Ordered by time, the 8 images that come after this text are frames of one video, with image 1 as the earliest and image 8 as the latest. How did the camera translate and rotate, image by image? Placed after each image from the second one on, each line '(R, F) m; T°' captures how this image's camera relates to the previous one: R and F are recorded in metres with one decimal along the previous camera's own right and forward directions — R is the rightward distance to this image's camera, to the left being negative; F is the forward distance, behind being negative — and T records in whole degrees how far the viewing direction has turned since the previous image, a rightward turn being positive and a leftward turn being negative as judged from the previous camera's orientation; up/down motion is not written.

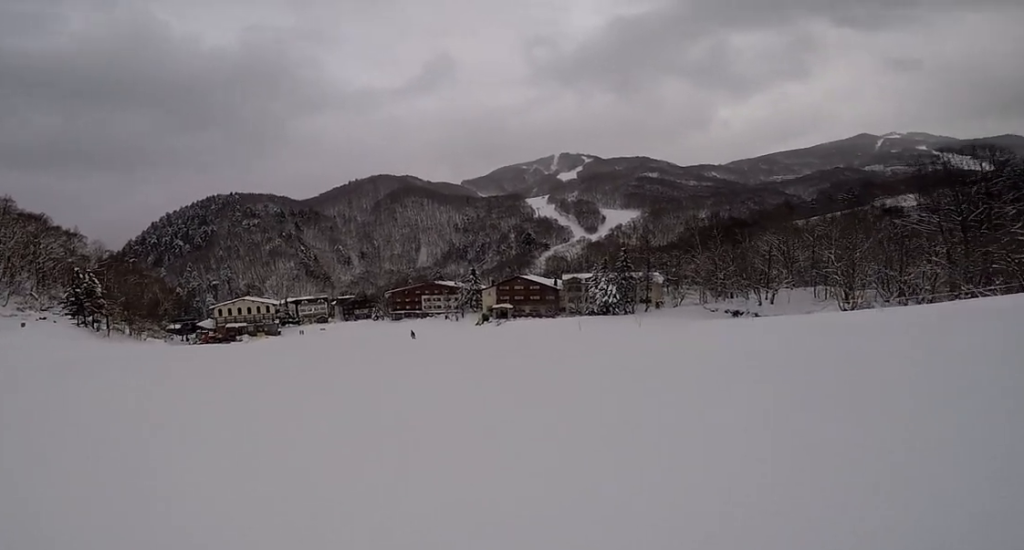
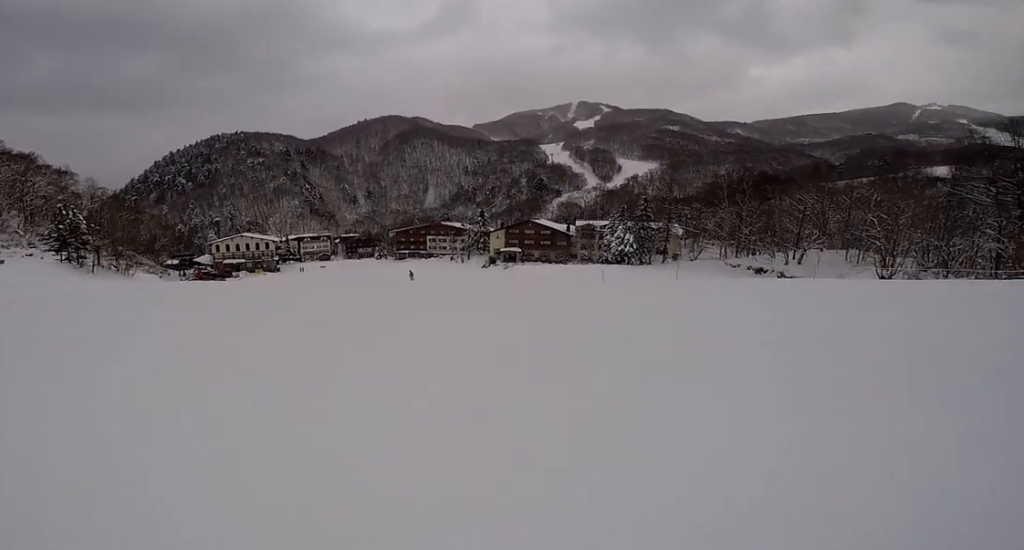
(-0.1, +4.2) m; -5°
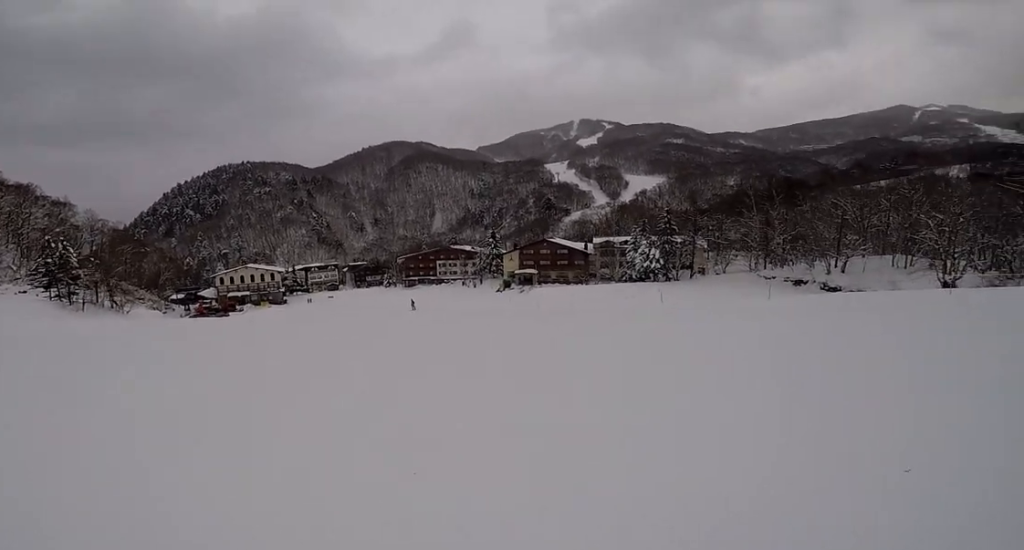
(-0.1, +6.0) m; -8°
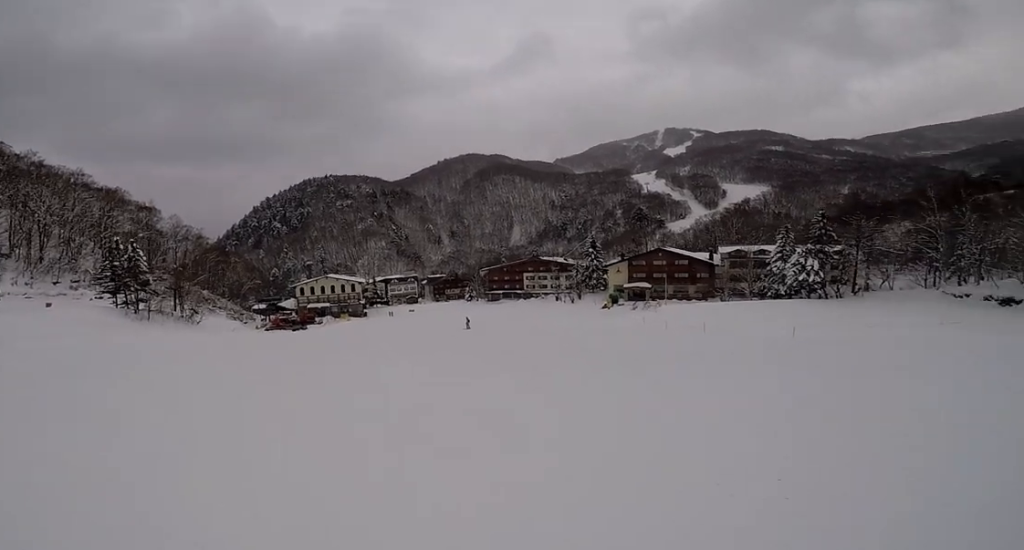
(-1.4, +12.4) m; 0°
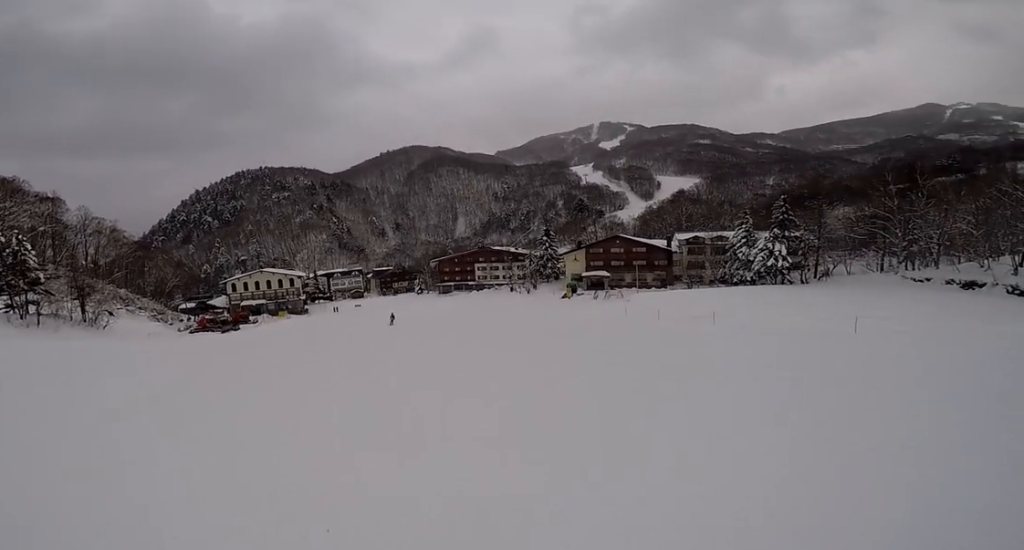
(+0.7, +7.7) m; +8°
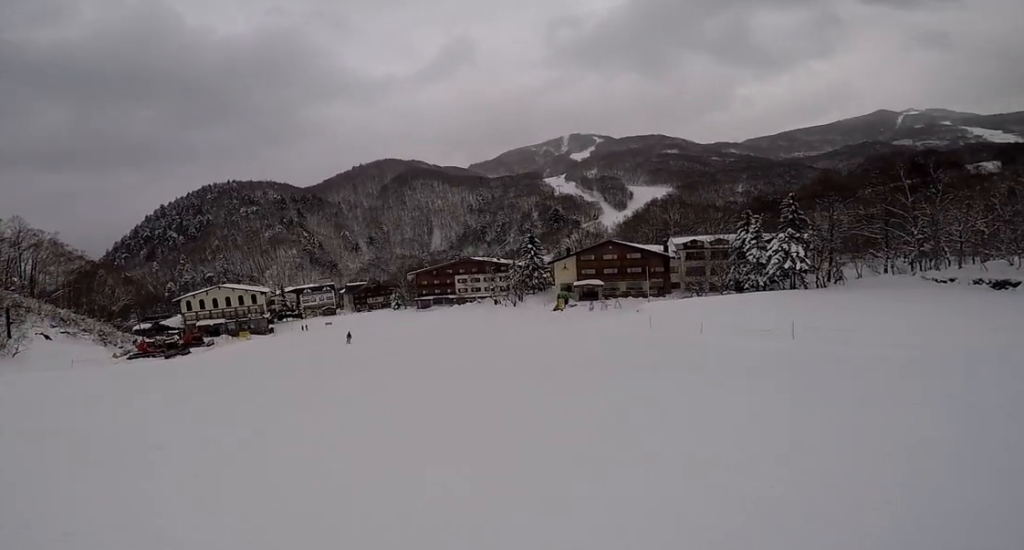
(+0.4, +9.4) m; +1°
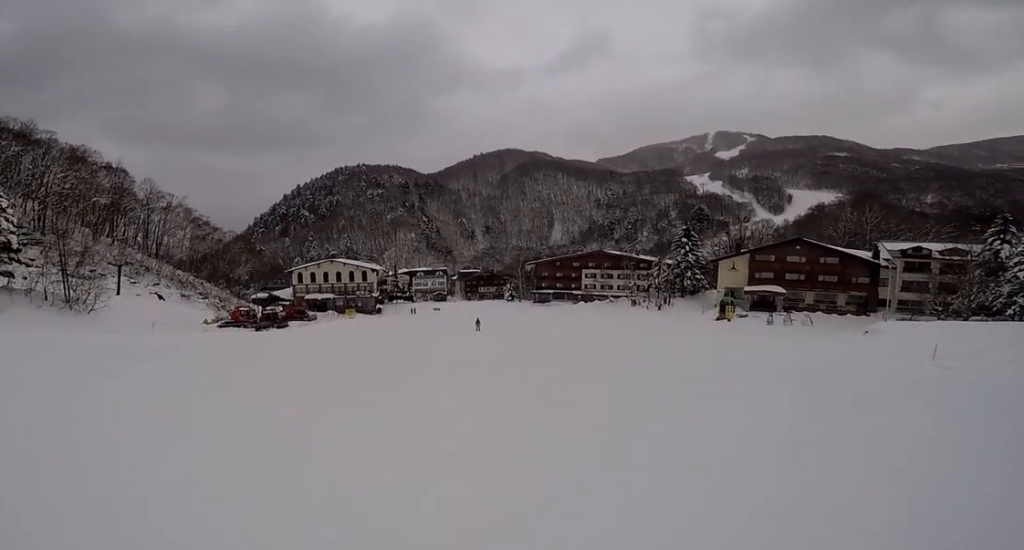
(-1.3, +11.7) m; -7°
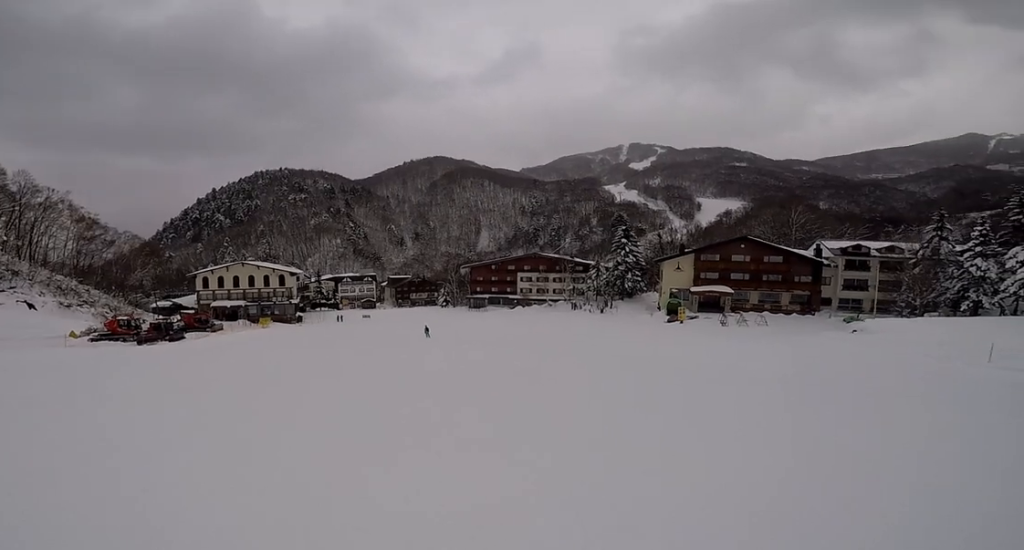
(+0.4, +8.6) m; +6°
